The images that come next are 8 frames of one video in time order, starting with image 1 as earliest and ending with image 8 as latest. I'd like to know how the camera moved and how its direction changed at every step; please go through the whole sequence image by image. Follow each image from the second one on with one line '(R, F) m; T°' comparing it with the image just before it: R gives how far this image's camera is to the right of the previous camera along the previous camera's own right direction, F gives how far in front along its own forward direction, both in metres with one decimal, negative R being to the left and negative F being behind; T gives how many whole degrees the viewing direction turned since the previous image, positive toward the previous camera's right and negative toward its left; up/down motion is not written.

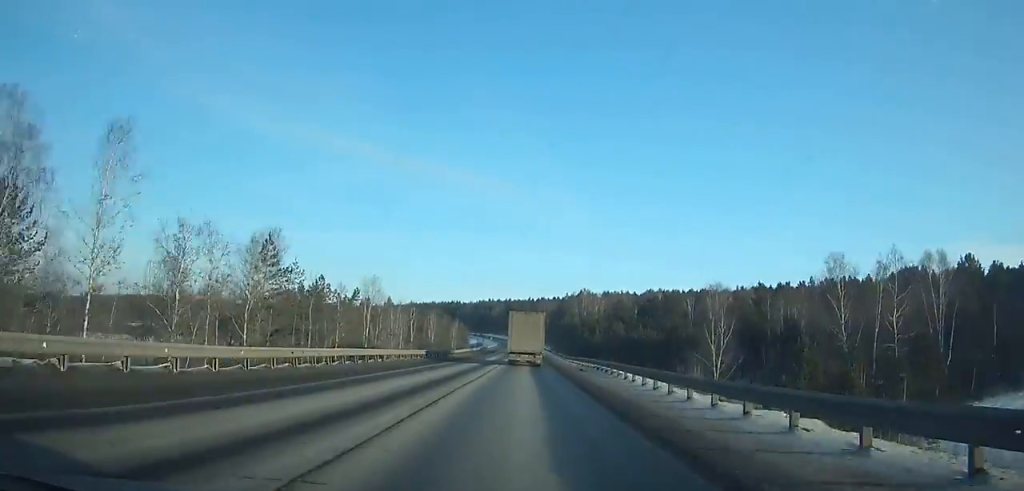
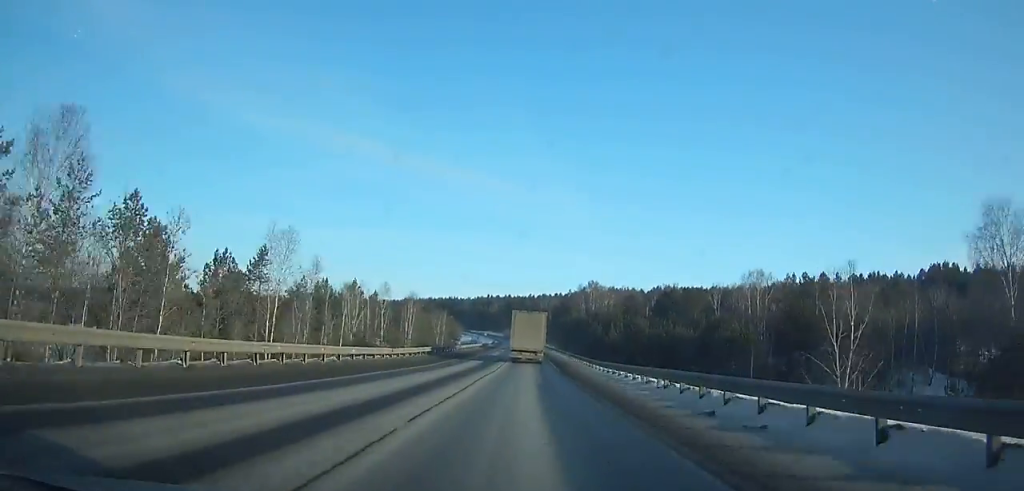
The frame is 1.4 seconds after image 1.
(-0.2, +25.8) m; 0°
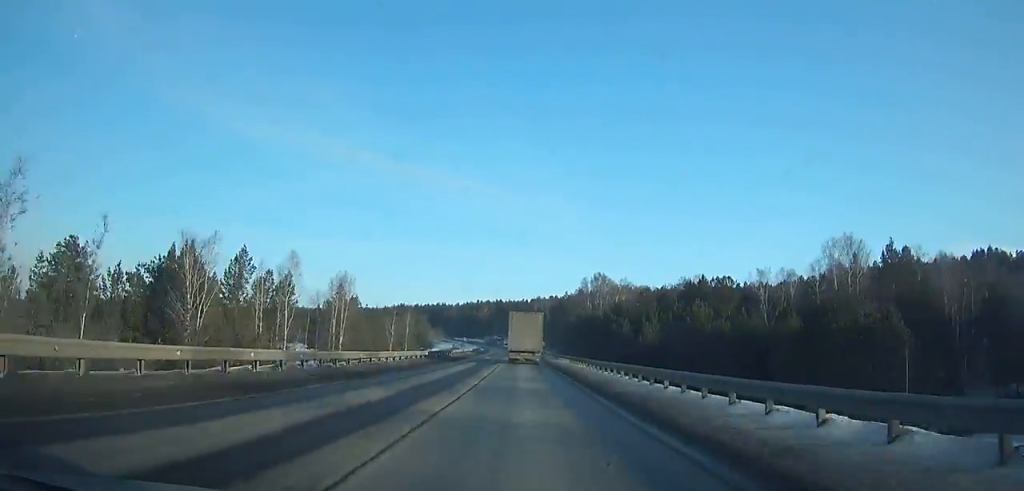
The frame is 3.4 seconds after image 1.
(+0.1, +36.8) m; 0°
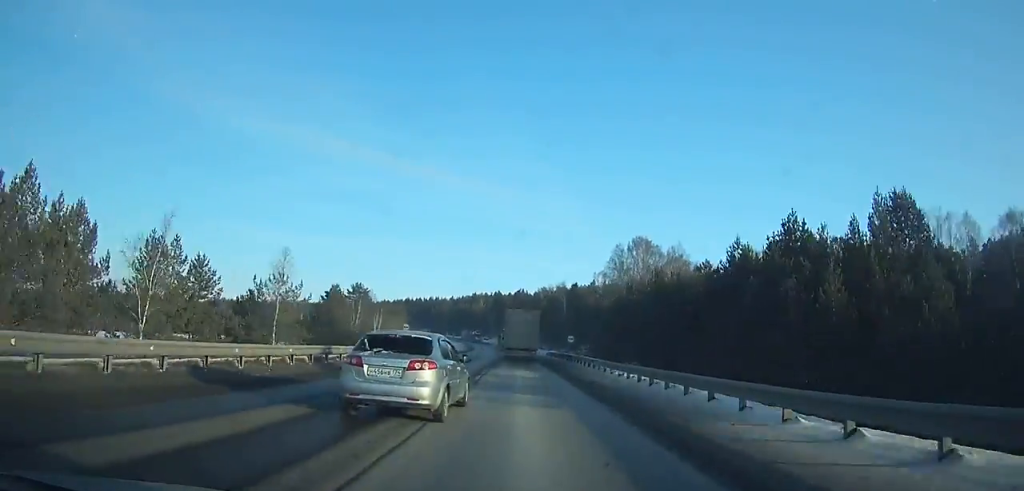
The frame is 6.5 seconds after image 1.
(+0.2, +56.4) m; 0°
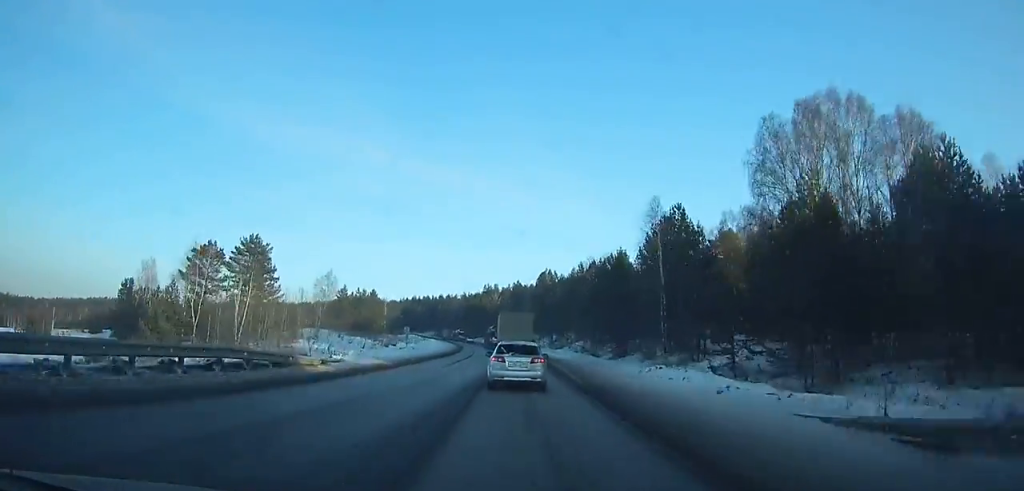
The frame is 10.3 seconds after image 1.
(-0.4, +66.9) m; -2°
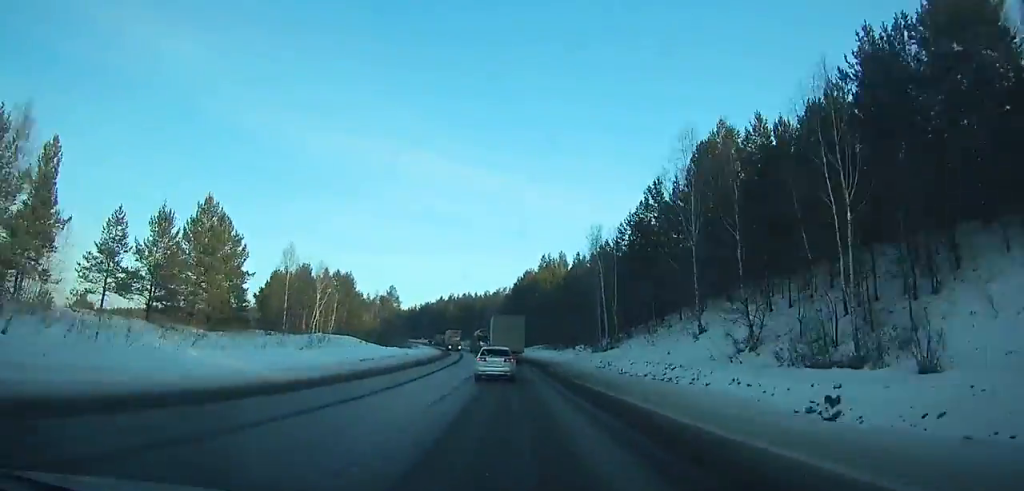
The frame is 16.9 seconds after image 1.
(-5.1, +108.5) m; -6°
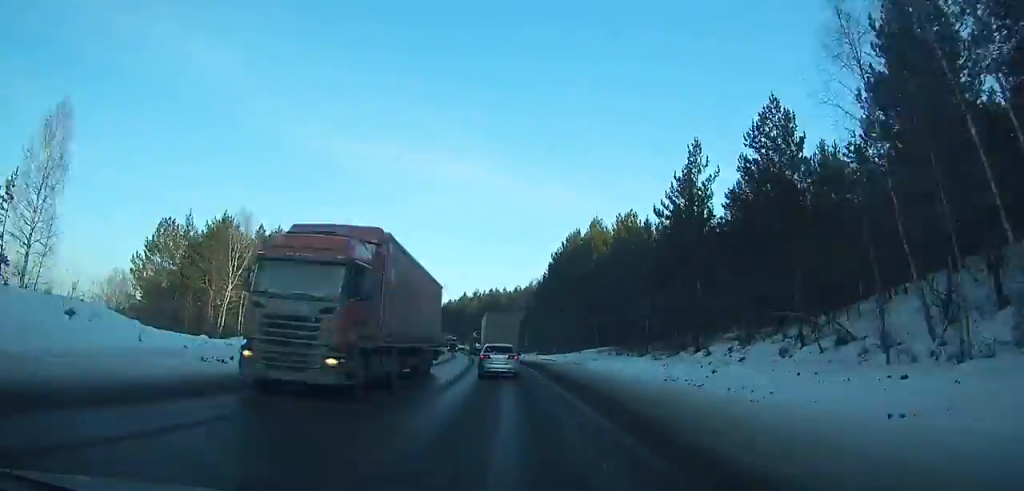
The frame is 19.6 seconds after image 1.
(-0.8, +42.2) m; -3°
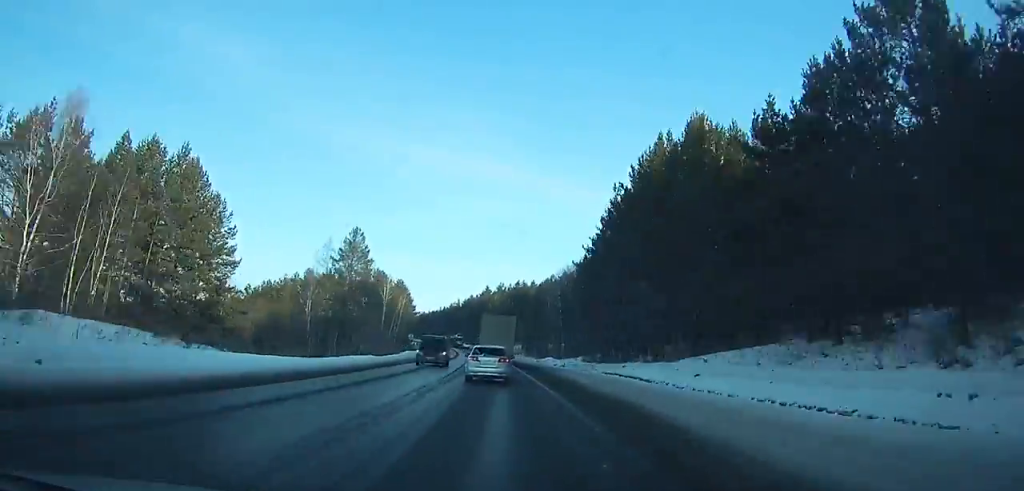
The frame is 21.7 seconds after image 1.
(-1.2, +32.6) m; -3°
